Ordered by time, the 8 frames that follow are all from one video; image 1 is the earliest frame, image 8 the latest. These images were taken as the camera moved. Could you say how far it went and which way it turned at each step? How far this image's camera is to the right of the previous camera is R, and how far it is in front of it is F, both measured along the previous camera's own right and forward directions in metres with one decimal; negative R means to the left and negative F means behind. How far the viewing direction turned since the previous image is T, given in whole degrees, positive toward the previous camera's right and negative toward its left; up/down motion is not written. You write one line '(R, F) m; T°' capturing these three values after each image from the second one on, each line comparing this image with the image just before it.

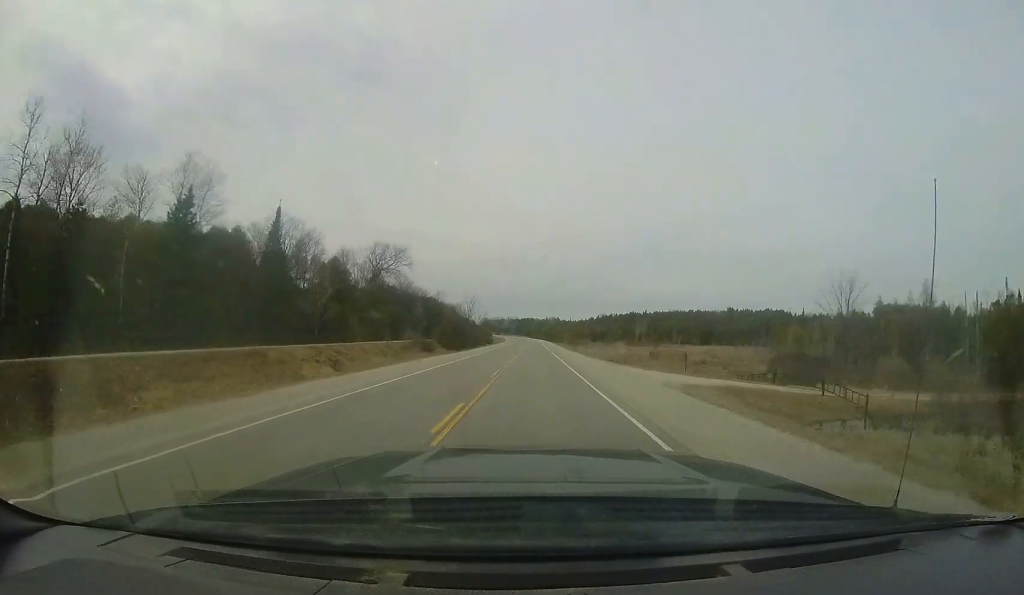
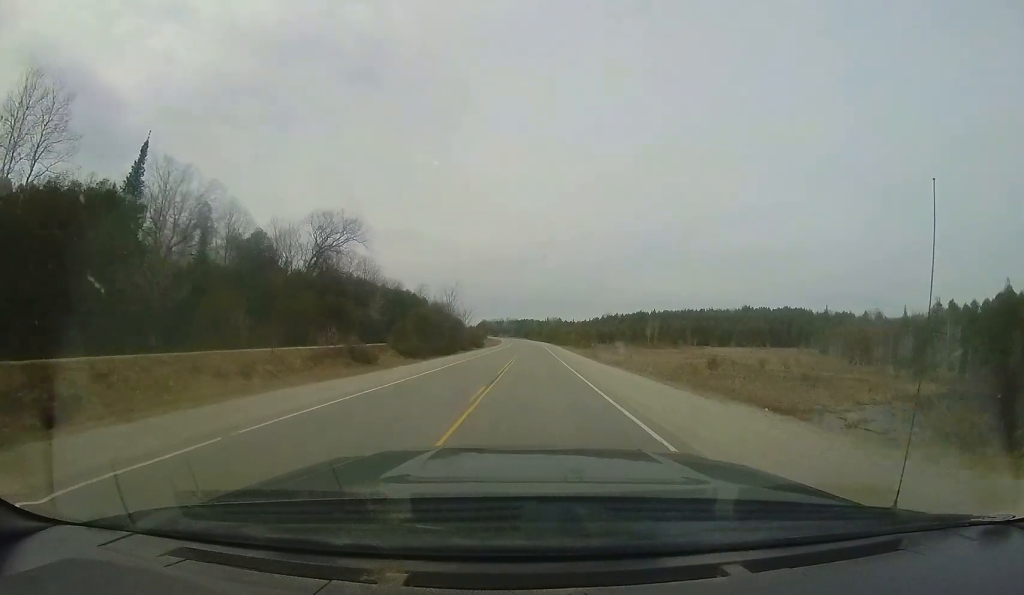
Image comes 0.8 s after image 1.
(0.0, +23.0) m; -1°
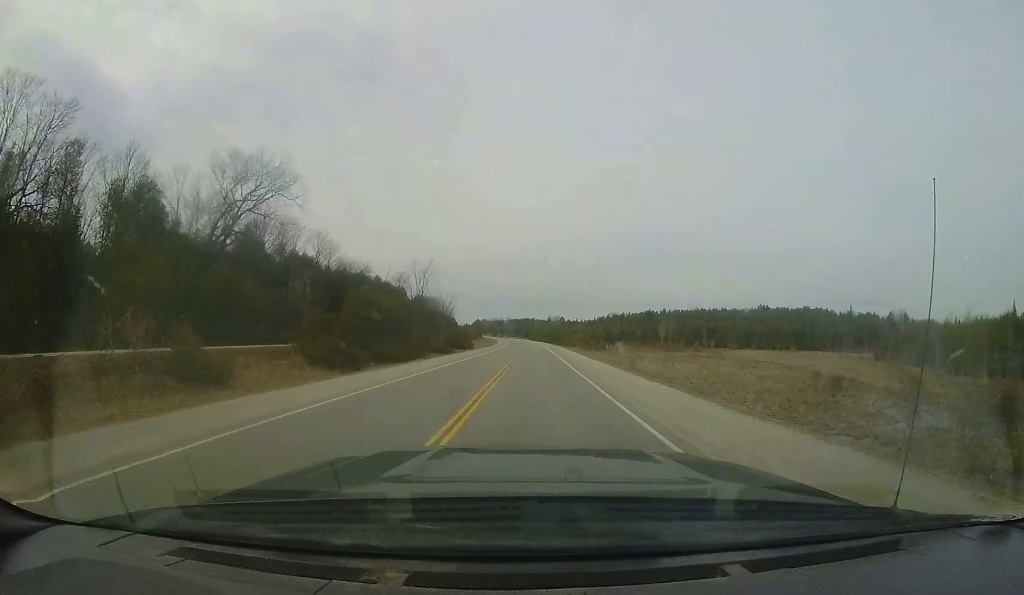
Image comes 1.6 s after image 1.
(-0.3, +20.2) m; -1°
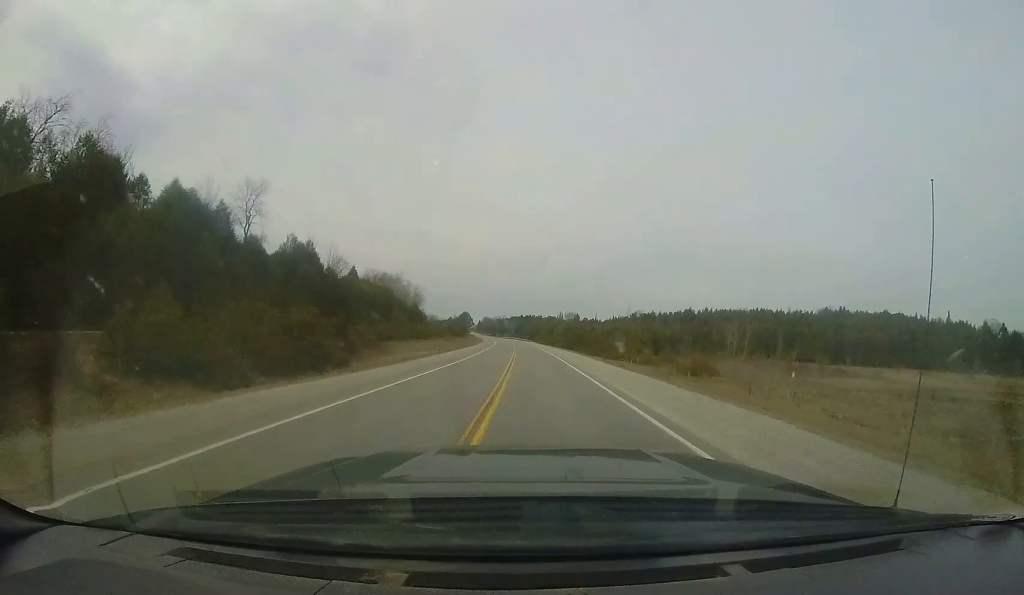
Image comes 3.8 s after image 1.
(-0.1, +60.6) m; 0°
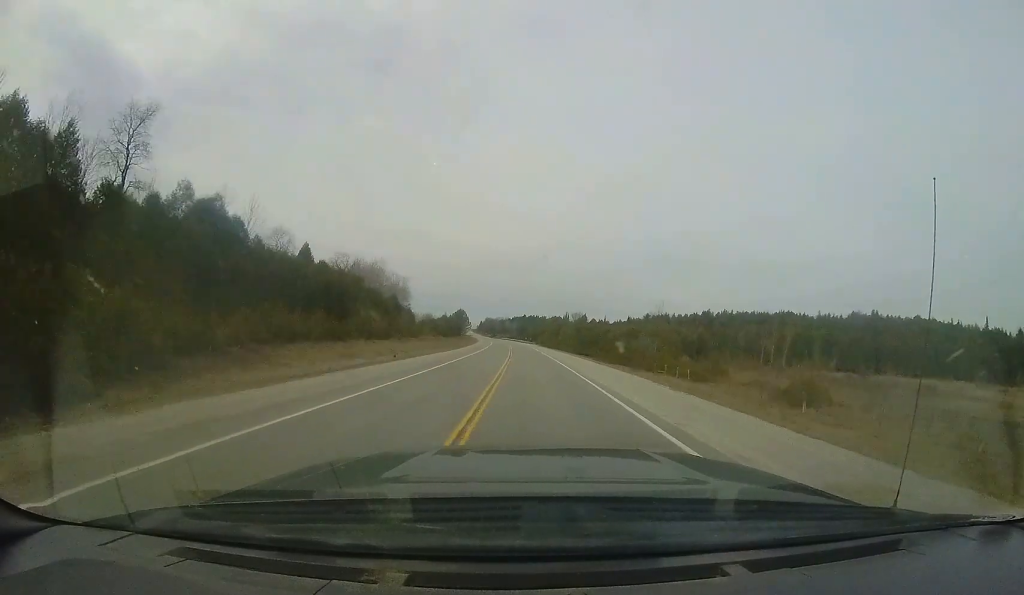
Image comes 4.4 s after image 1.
(+0.1, +18.5) m; 0°
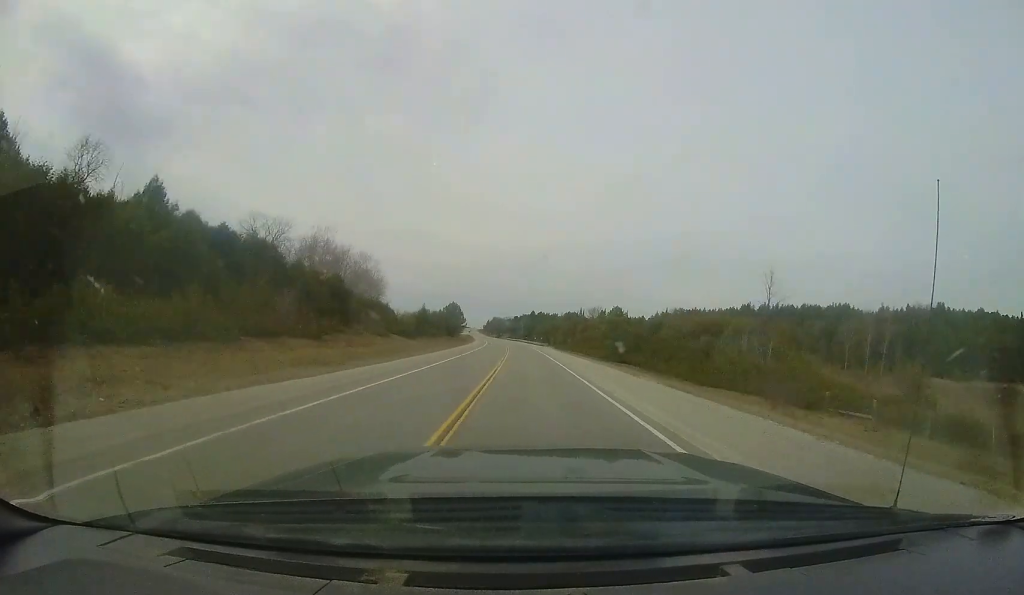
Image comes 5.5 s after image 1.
(-0.1, +29.4) m; -1°
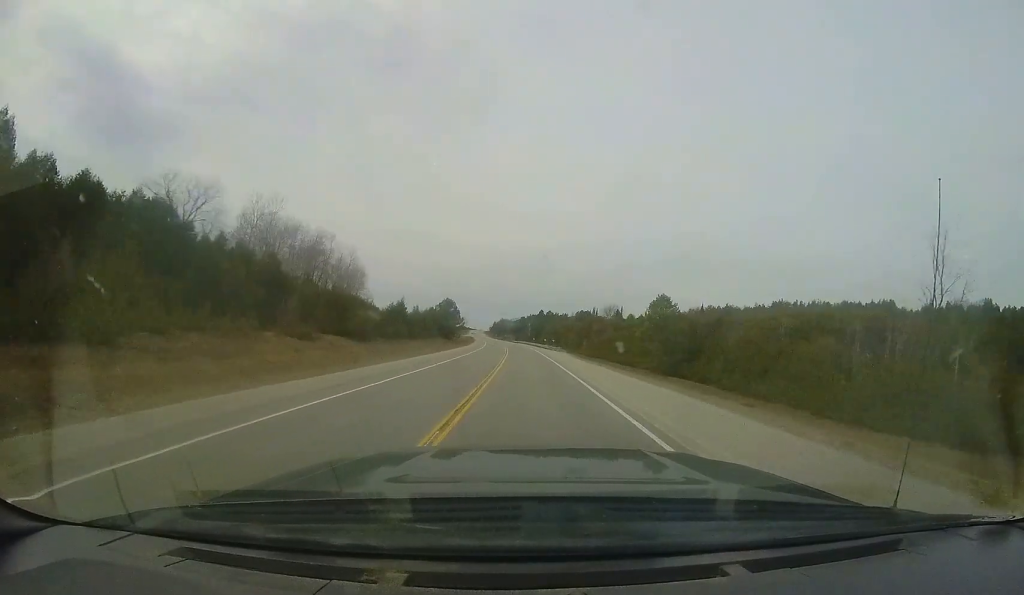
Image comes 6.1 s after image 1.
(-0.2, +17.4) m; -1°
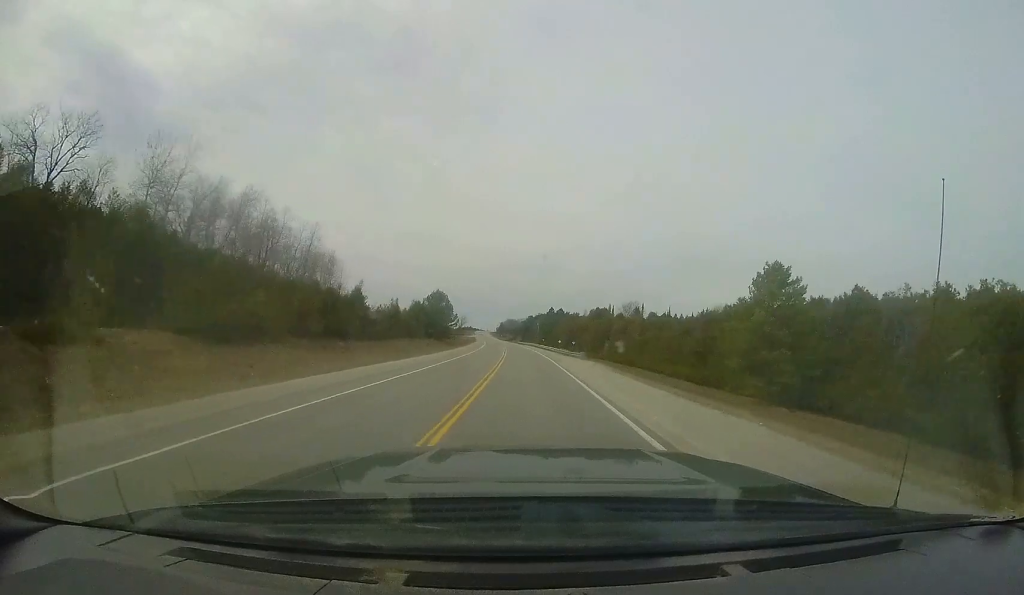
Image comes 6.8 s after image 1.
(-0.3, +18.2) m; -1°
